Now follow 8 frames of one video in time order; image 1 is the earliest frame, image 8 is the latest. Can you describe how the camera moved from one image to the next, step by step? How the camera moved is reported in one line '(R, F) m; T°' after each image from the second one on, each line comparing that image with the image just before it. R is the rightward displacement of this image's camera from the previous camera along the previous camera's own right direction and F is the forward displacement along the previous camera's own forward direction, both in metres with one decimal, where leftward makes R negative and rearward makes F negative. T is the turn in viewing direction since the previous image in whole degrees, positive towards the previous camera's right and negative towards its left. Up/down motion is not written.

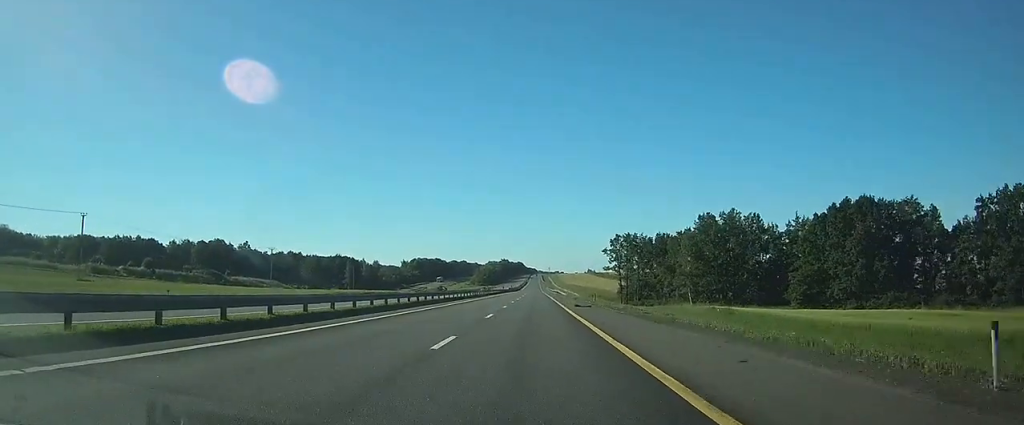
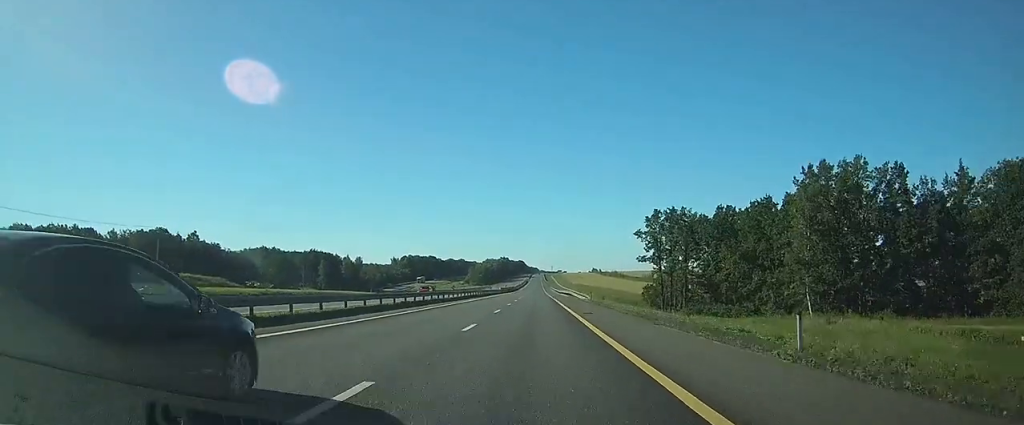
(0.0, +43.7) m; 0°
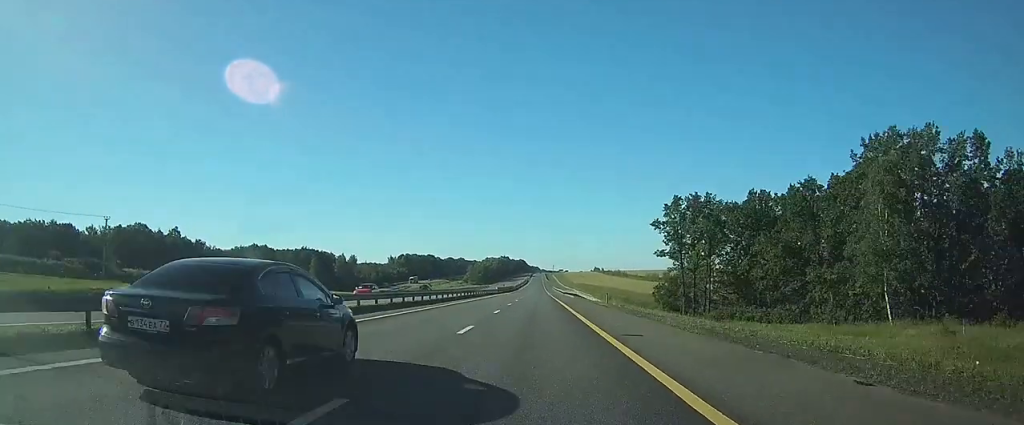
(-0.1, +13.3) m; 0°
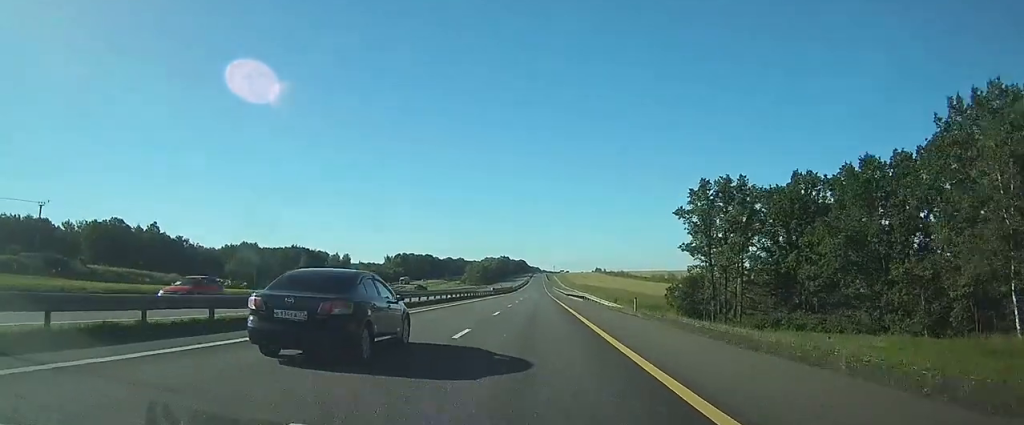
(-0.1, +13.3) m; 0°
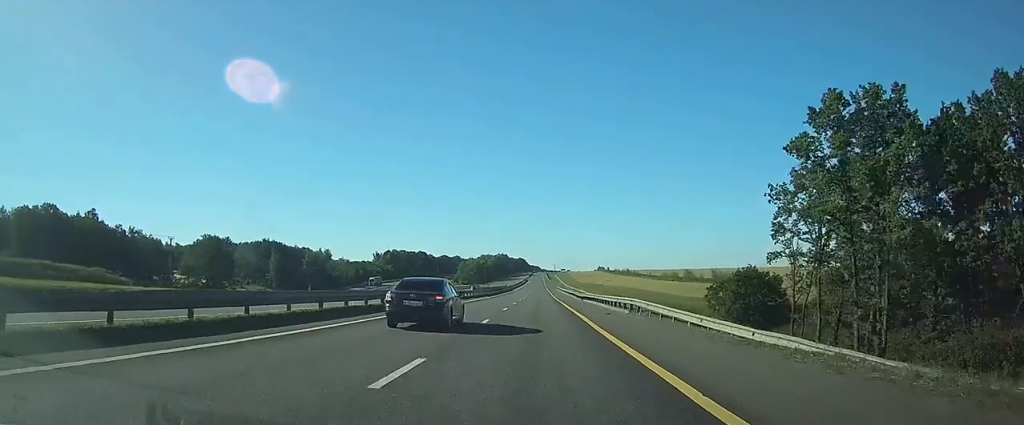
(0.0, +31.3) m; 0°
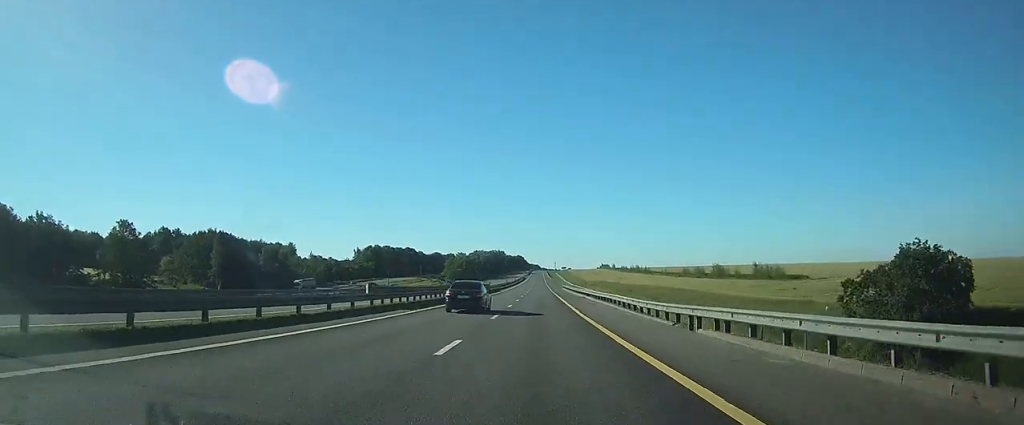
(0.0, +44.5) m; 0°
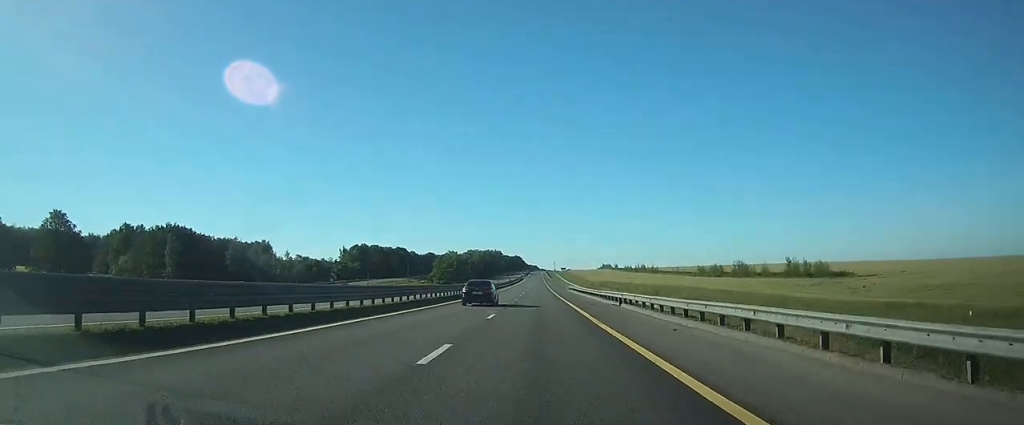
(0.0, +25.5) m; 0°
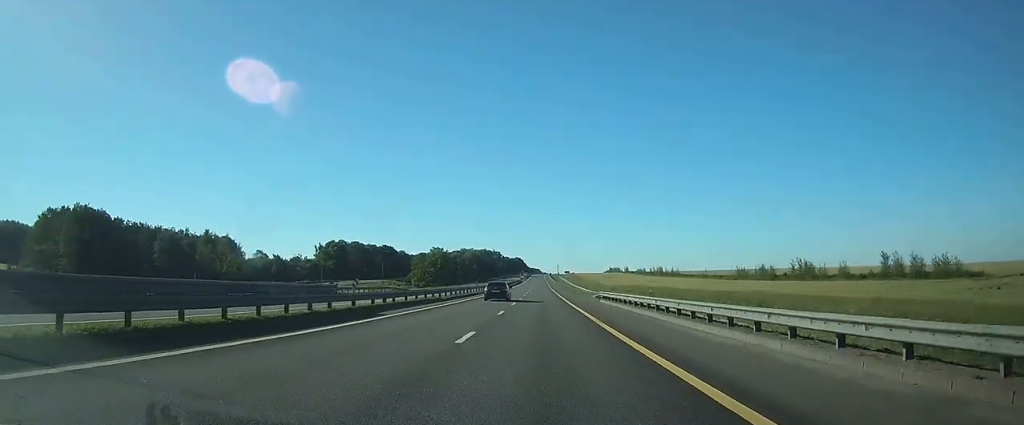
(0.0, +44.2) m; 0°
